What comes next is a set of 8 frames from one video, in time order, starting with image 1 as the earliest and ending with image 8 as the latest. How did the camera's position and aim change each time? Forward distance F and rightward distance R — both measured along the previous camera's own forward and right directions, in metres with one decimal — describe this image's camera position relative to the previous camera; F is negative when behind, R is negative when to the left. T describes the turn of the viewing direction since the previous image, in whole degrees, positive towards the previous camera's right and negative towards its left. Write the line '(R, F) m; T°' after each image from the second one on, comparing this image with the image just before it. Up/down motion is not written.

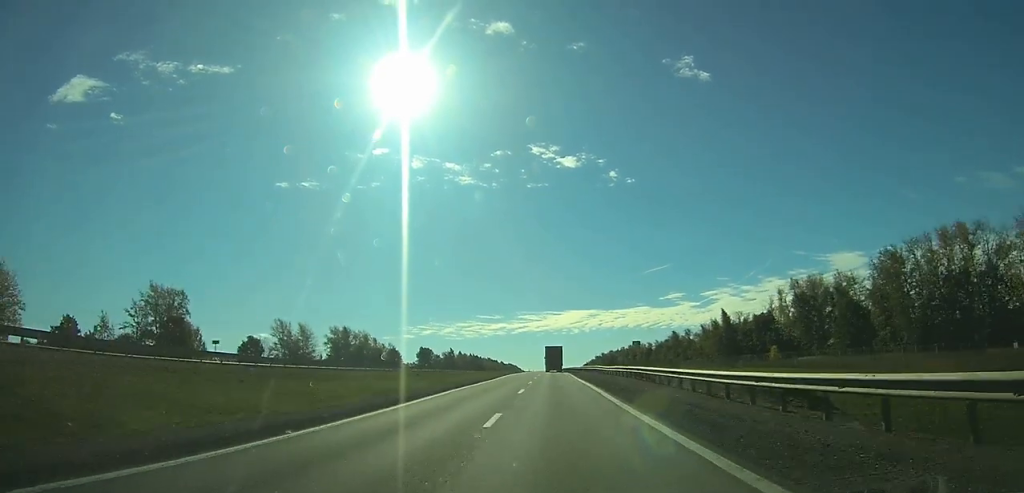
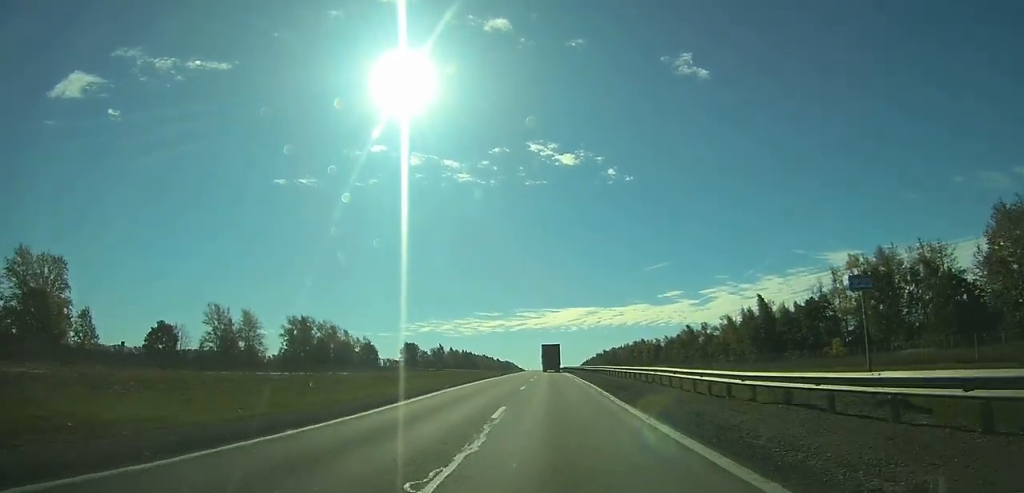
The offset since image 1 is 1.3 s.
(+0.1, +34.2) m; 0°
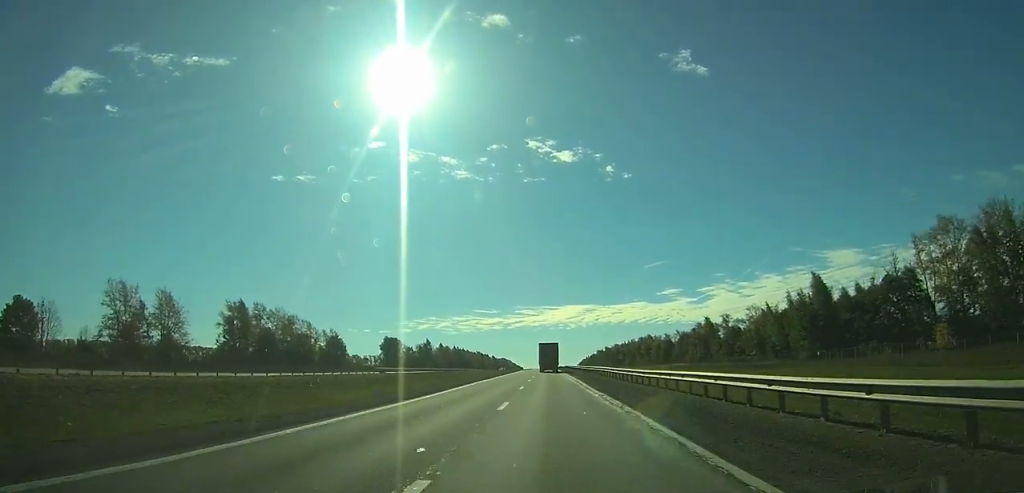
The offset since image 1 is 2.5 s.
(+0.1, +34.1) m; 0°
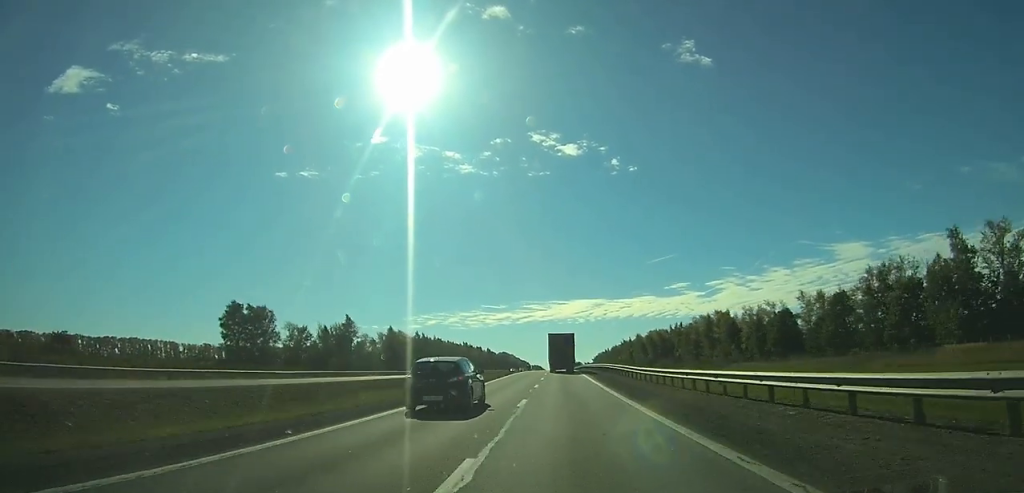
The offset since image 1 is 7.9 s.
(-0.5, +142.3) m; -1°
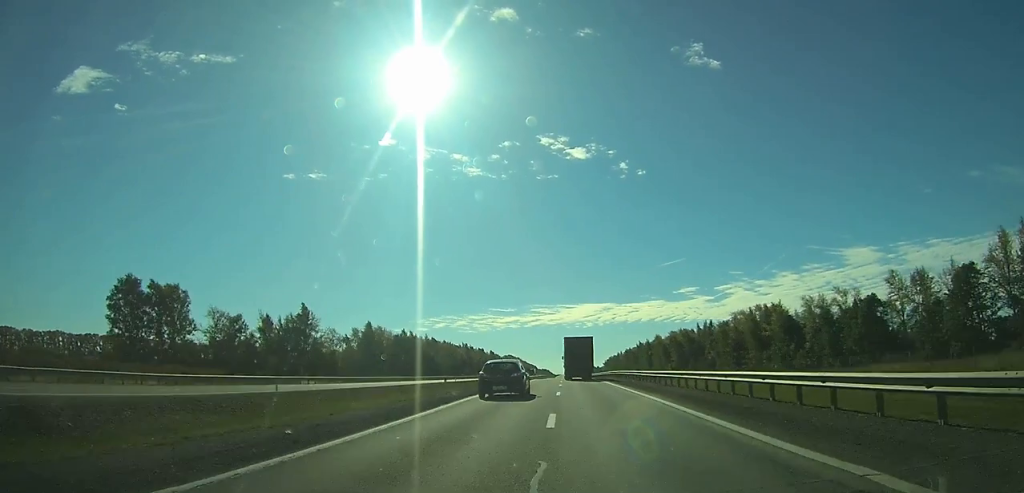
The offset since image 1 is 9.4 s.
(-0.2, +41.0) m; 0°
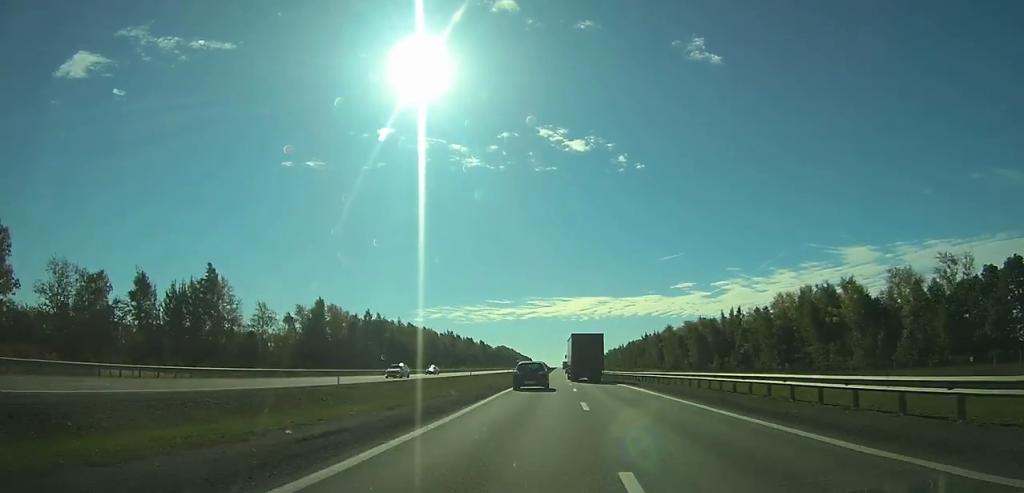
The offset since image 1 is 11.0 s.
(-0.1, +43.1) m; 0°
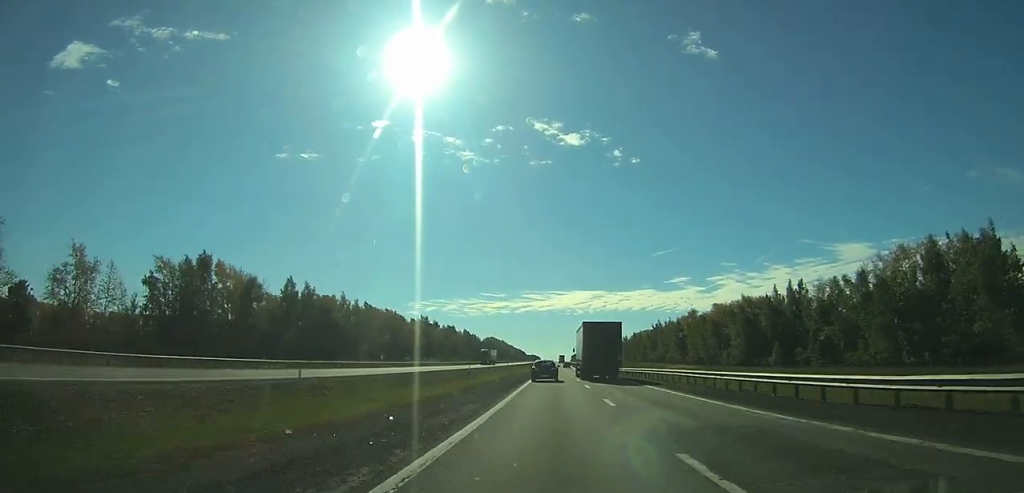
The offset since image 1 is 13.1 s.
(+0.1, +58.1) m; 0°
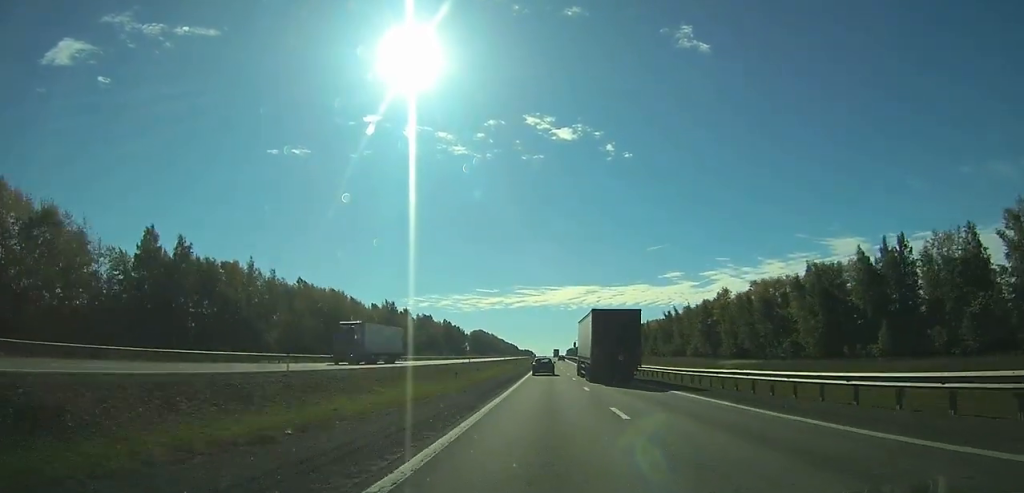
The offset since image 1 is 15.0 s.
(+0.2, +51.7) m; 0°
